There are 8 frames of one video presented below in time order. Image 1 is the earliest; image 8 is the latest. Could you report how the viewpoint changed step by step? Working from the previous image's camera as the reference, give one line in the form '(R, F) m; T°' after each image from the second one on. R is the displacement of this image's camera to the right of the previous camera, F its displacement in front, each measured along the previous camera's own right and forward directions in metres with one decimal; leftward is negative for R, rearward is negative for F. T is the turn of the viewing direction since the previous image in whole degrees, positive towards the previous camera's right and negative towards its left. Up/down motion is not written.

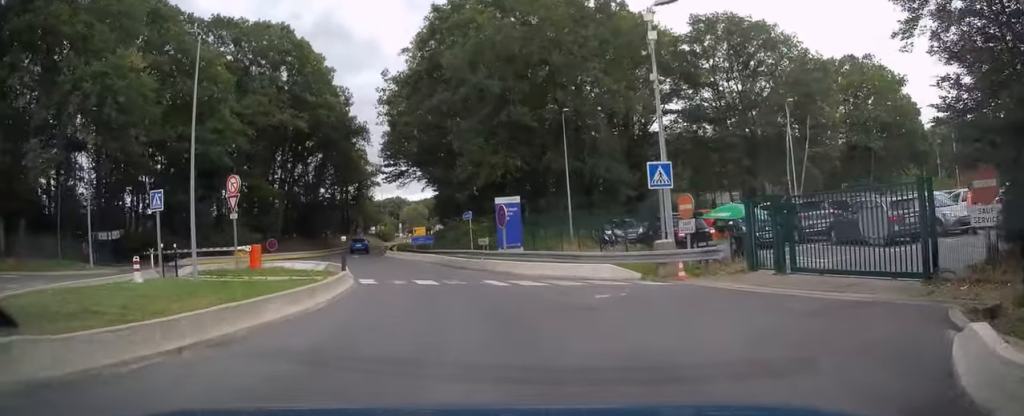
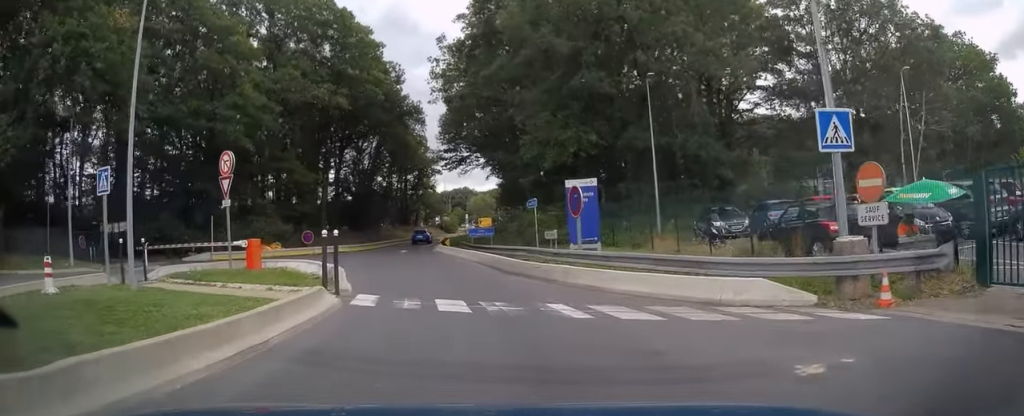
(-0.4, +6.7) m; -8°
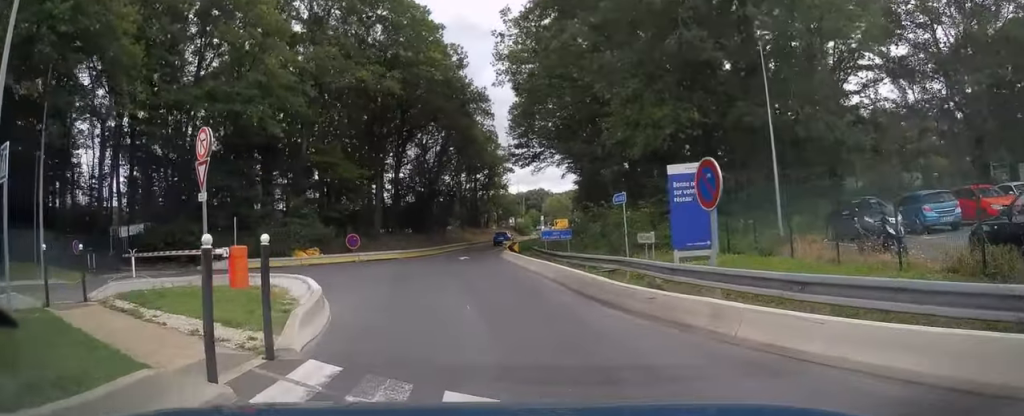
(-0.5, +6.4) m; -7°
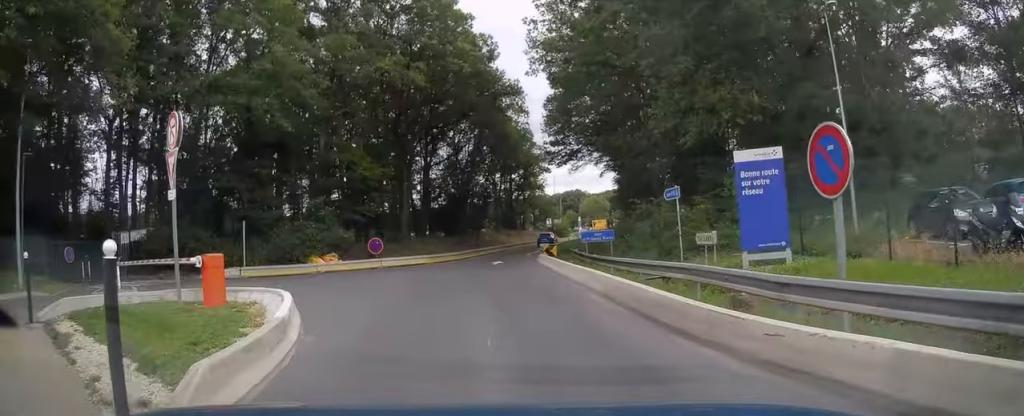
(-0.1, +3.2) m; -2°
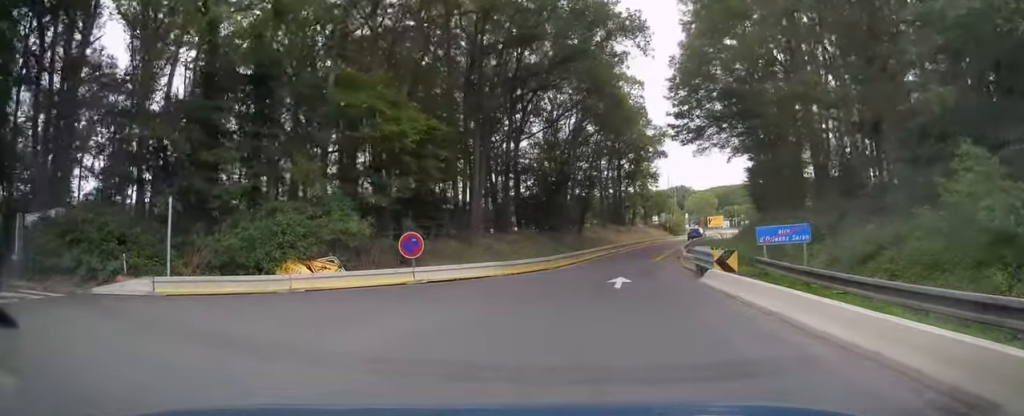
(-0.9, +14.2) m; -6°
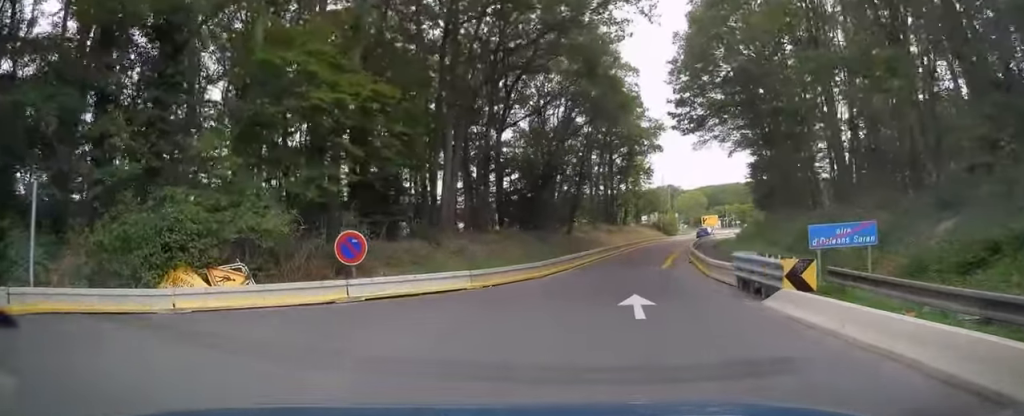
(-0.1, +5.3) m; -1°
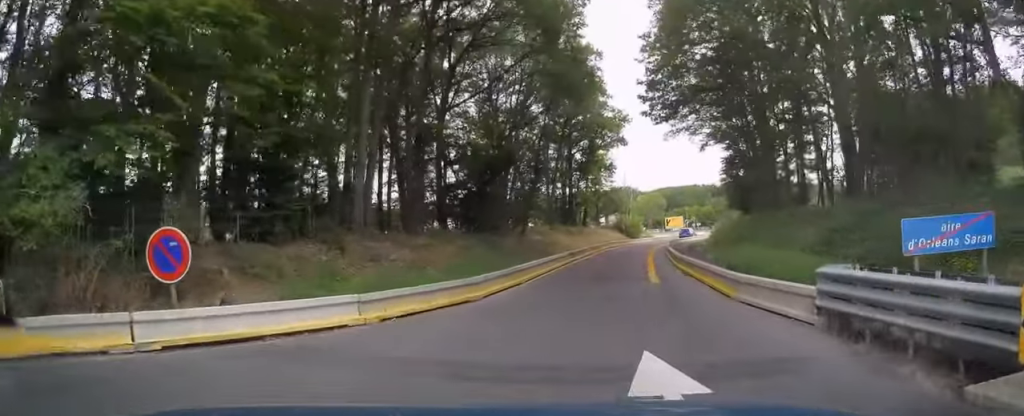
(0.0, +6.5) m; 0°
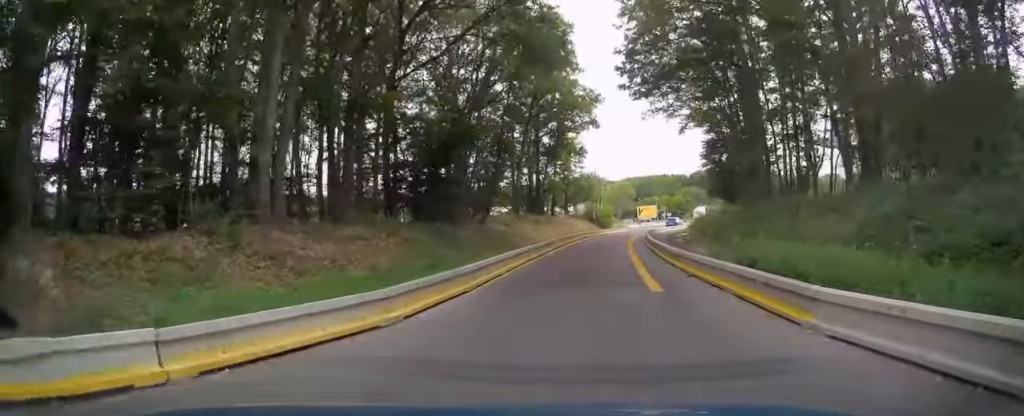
(0.0, +4.8) m; +1°
